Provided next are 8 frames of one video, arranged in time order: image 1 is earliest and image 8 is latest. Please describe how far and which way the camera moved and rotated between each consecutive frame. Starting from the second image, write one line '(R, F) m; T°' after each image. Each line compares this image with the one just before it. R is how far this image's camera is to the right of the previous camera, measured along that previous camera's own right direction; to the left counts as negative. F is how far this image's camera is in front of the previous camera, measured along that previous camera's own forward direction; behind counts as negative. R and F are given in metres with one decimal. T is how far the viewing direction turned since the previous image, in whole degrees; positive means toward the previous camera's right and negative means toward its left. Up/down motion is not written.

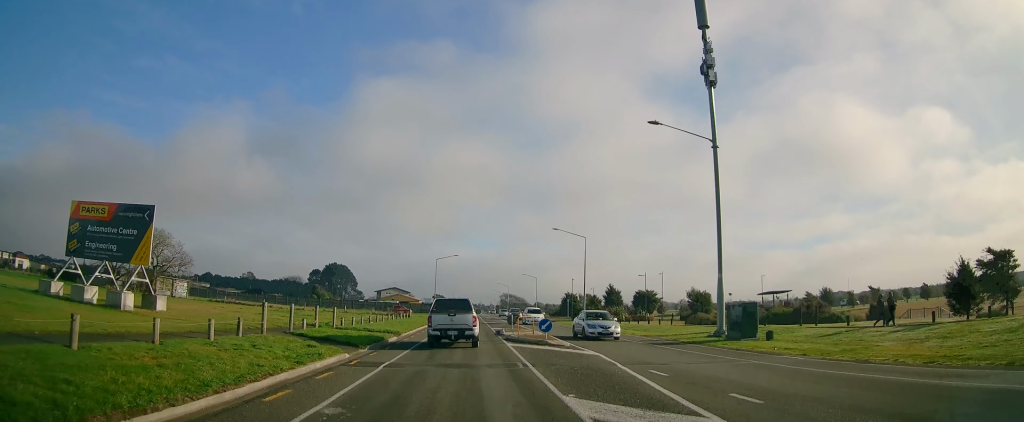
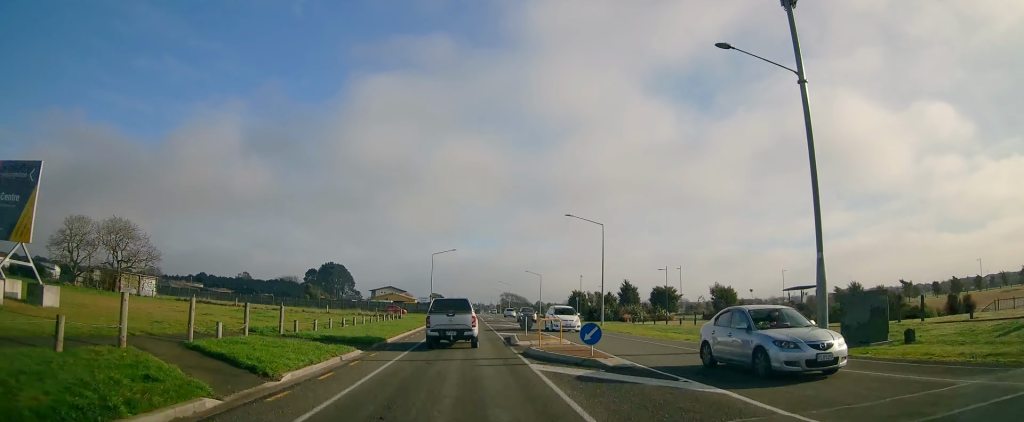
(+0.2, +8.7) m; -1°
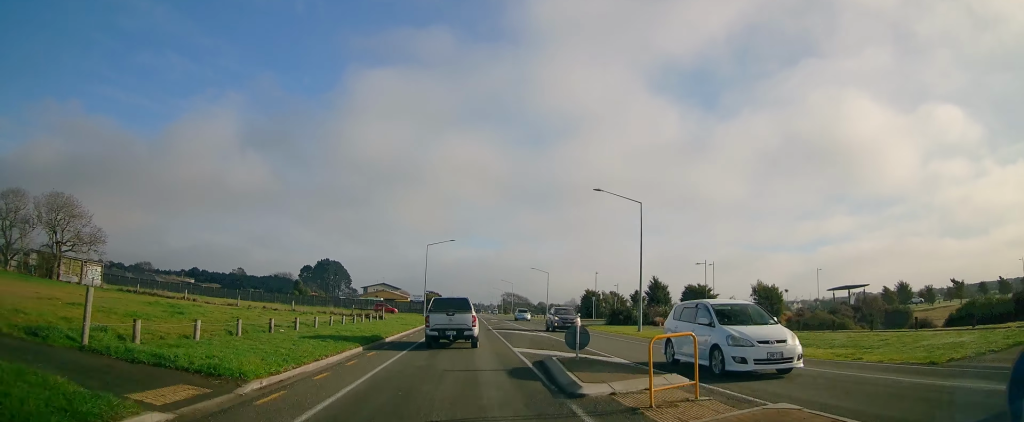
(-0.9, +12.2) m; -1°
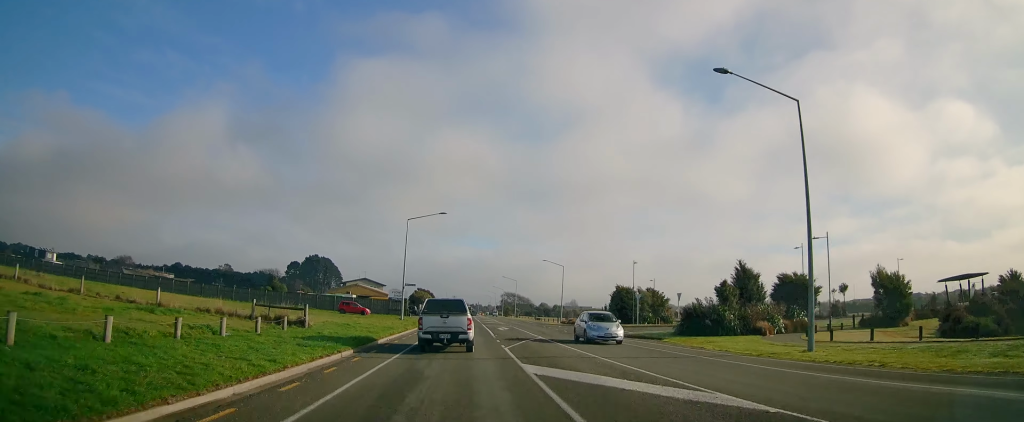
(+0.7, +22.3) m; +1°
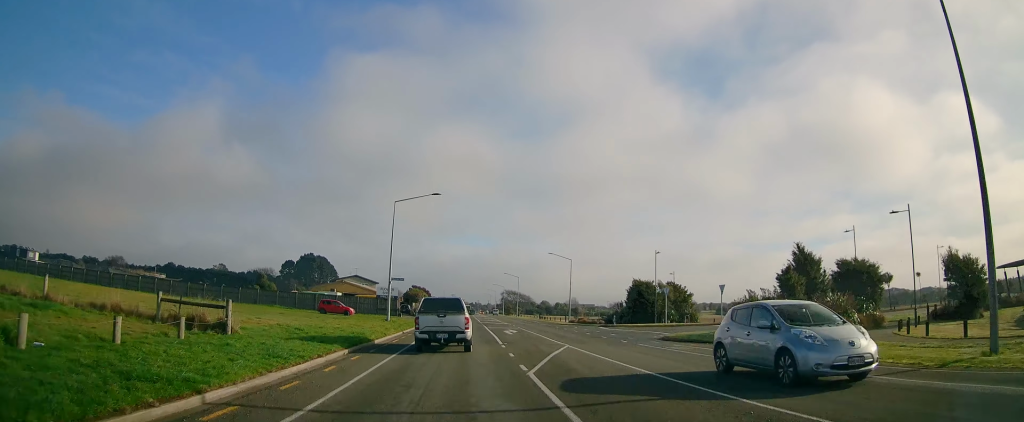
(-0.1, +8.8) m; 0°
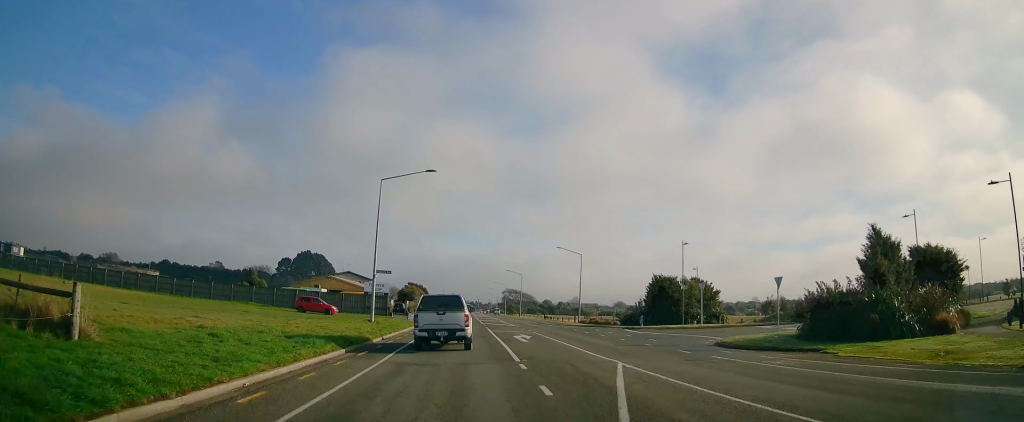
(+0.2, +7.8) m; 0°
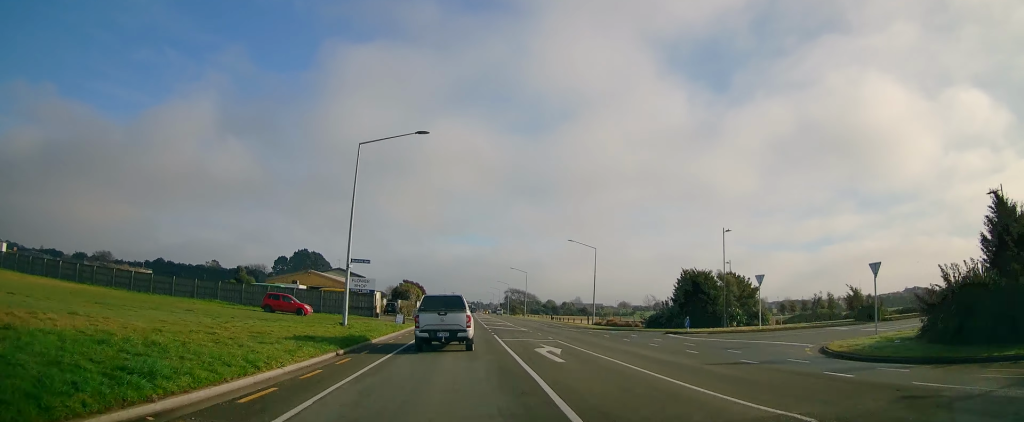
(0.0, +8.7) m; 0°
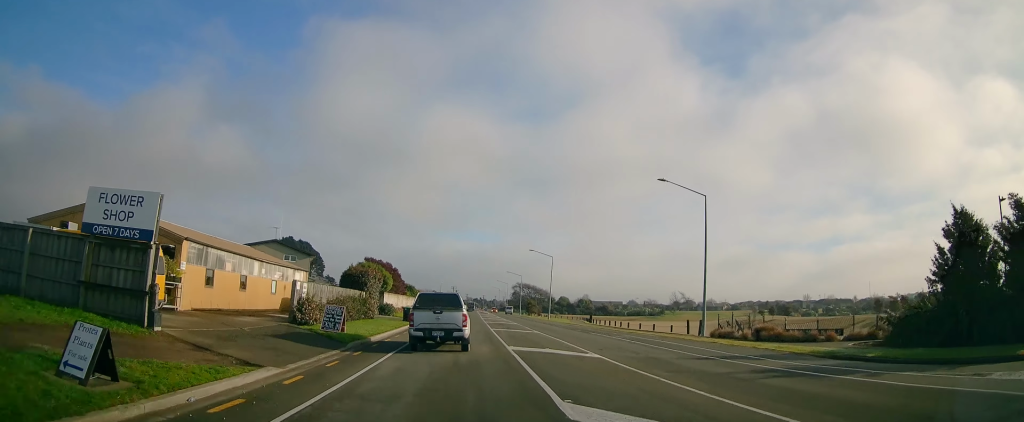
(-0.6, +34.8) m; 0°
